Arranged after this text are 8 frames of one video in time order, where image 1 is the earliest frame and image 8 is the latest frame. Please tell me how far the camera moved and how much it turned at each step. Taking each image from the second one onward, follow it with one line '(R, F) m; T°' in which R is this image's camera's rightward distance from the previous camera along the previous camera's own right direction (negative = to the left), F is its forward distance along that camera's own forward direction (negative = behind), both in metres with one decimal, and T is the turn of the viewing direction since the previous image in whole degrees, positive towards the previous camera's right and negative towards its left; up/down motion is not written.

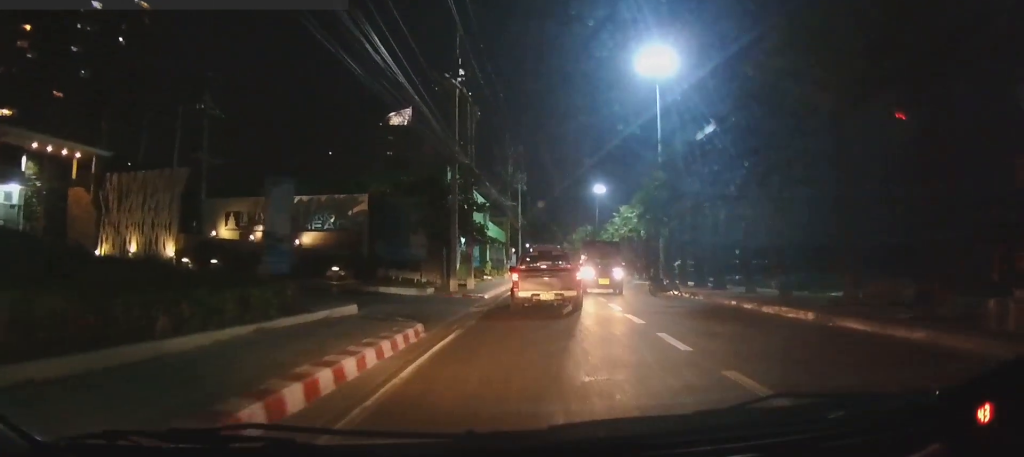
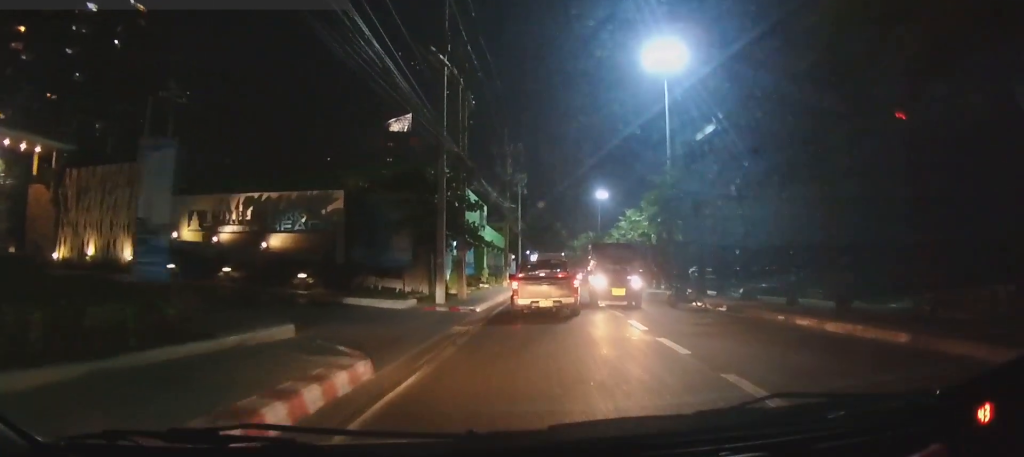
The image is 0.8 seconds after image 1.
(0.0, +4.0) m; +1°
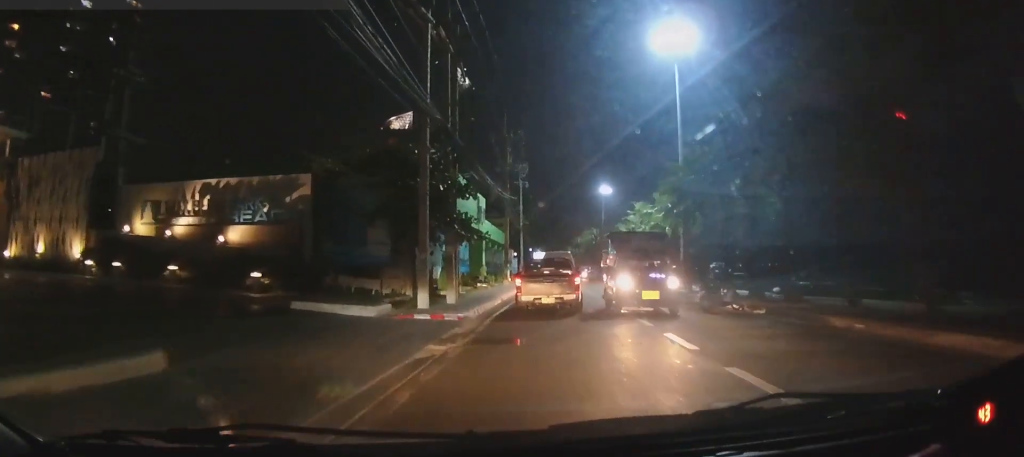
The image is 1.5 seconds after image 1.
(-0.1, +4.0) m; +2°
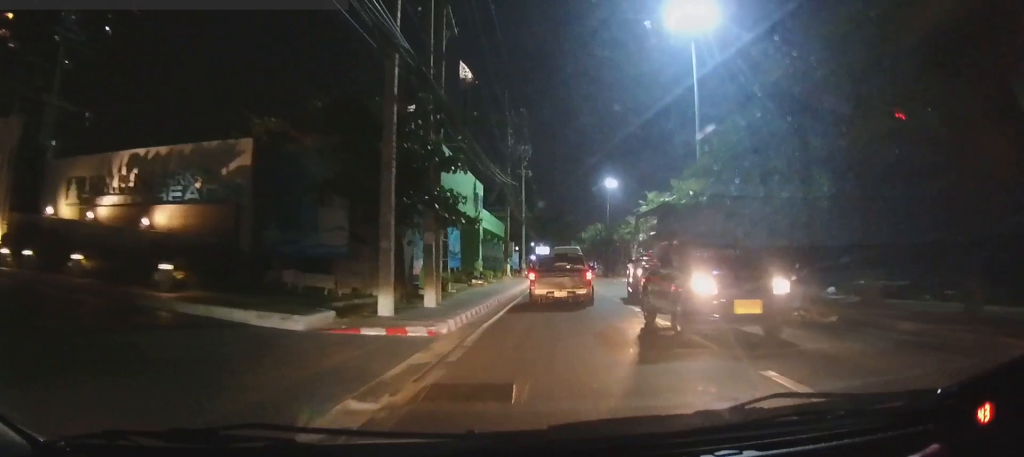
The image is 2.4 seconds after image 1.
(+0.4, +4.9) m; +3°
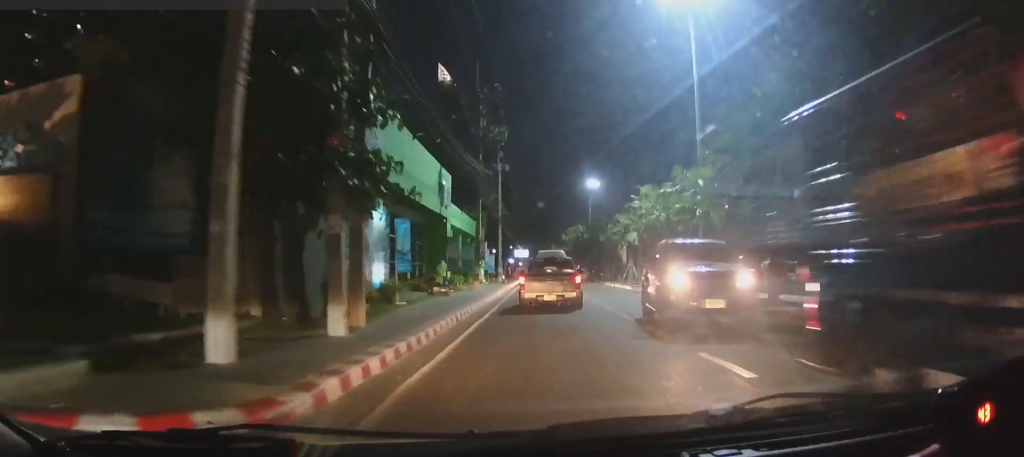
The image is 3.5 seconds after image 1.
(-0.2, +6.2) m; +1°
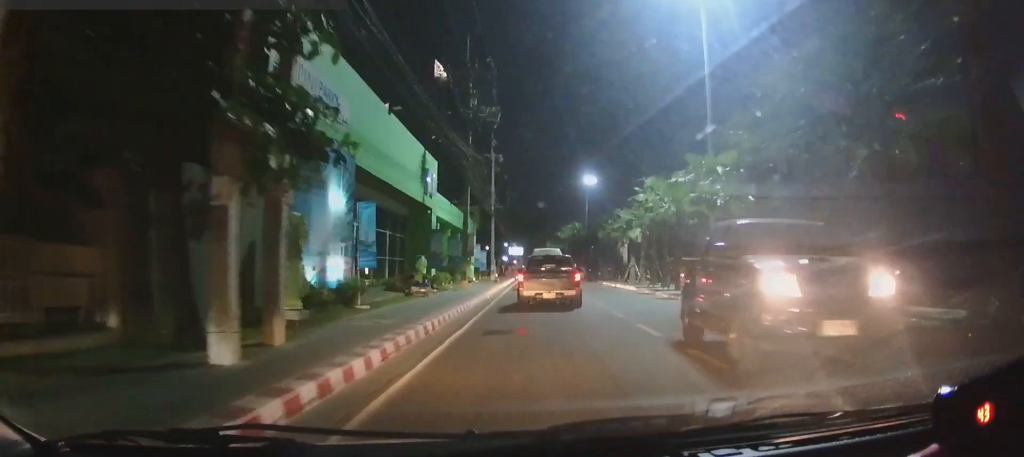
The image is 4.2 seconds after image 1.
(+0.1, +3.7) m; +3°
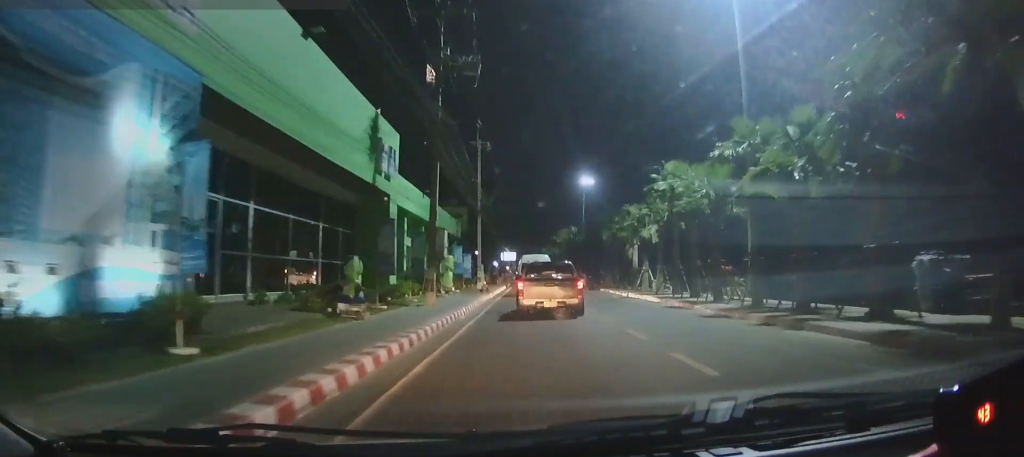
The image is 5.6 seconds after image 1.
(+0.1, +8.3) m; -2°
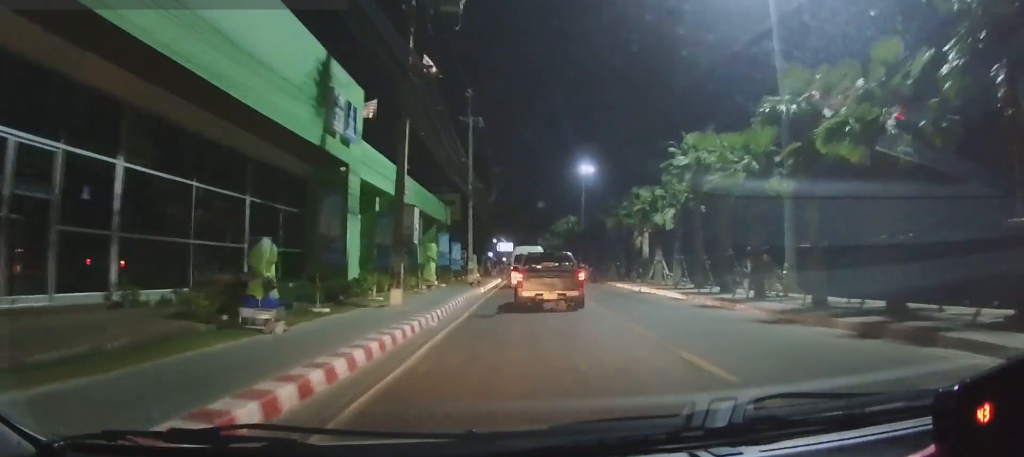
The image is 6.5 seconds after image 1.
(-0.3, +4.8) m; 0°
